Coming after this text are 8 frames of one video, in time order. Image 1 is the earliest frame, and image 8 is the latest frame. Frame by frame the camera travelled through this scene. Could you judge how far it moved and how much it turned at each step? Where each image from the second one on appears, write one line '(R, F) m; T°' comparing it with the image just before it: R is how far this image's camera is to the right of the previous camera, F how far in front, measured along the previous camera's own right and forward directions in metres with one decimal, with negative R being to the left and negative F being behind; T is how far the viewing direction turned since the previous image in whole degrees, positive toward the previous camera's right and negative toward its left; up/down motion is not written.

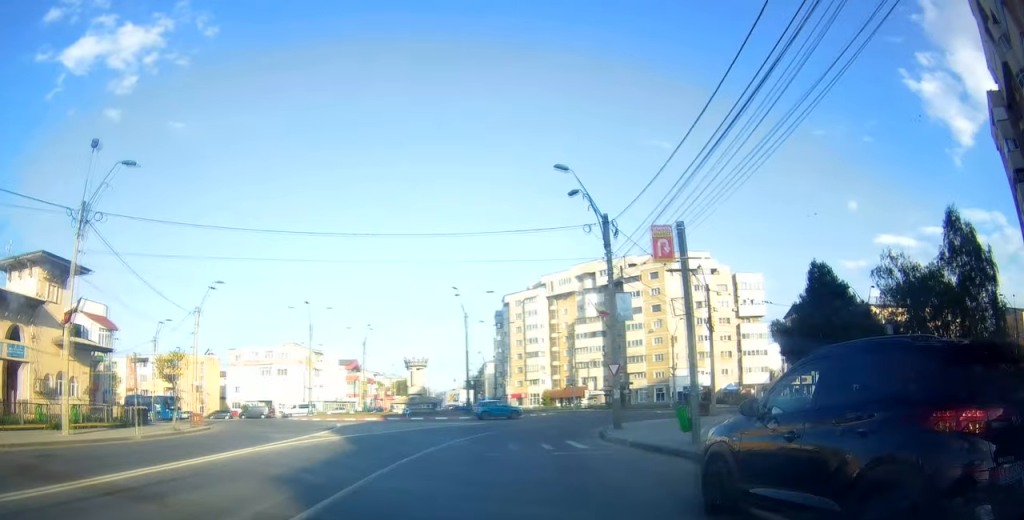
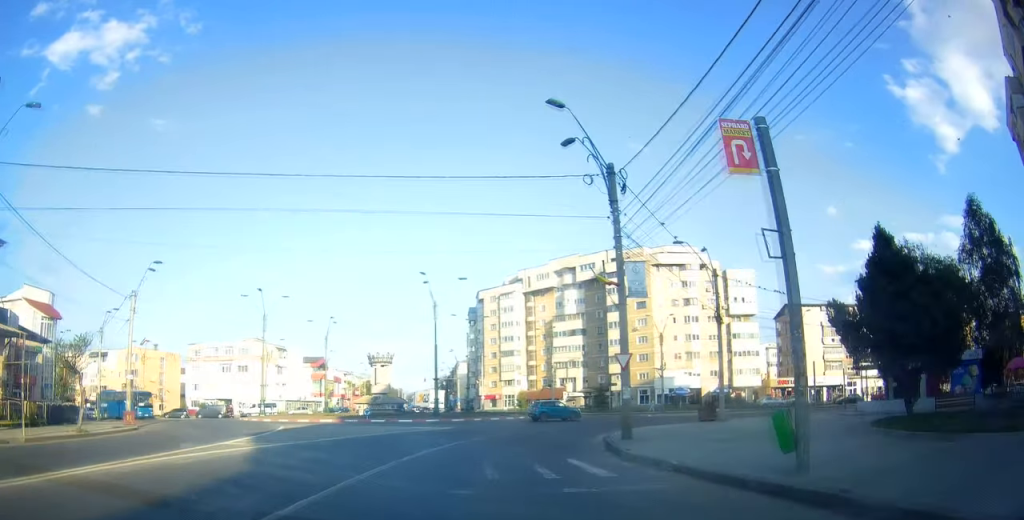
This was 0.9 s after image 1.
(-0.1, +6.6) m; -1°
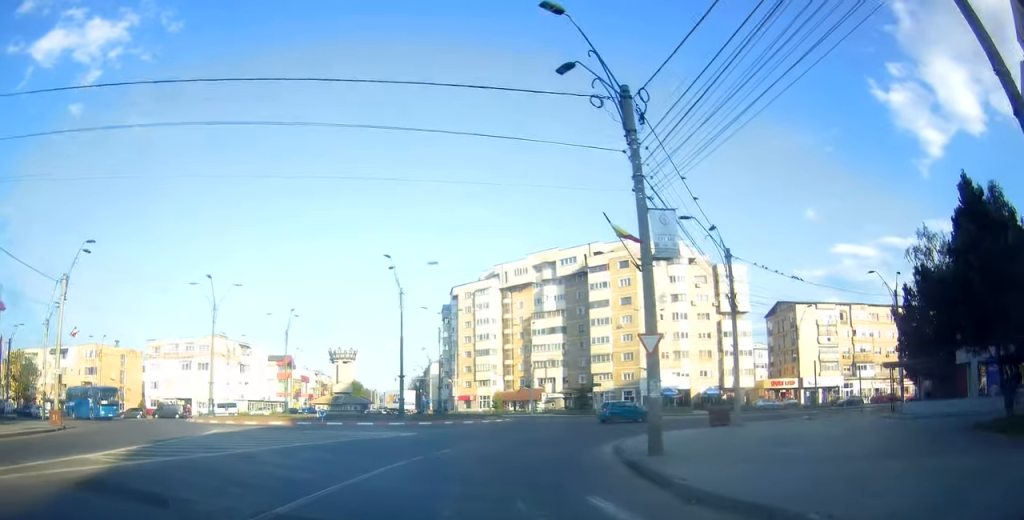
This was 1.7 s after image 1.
(-0.2, +6.3) m; -1°
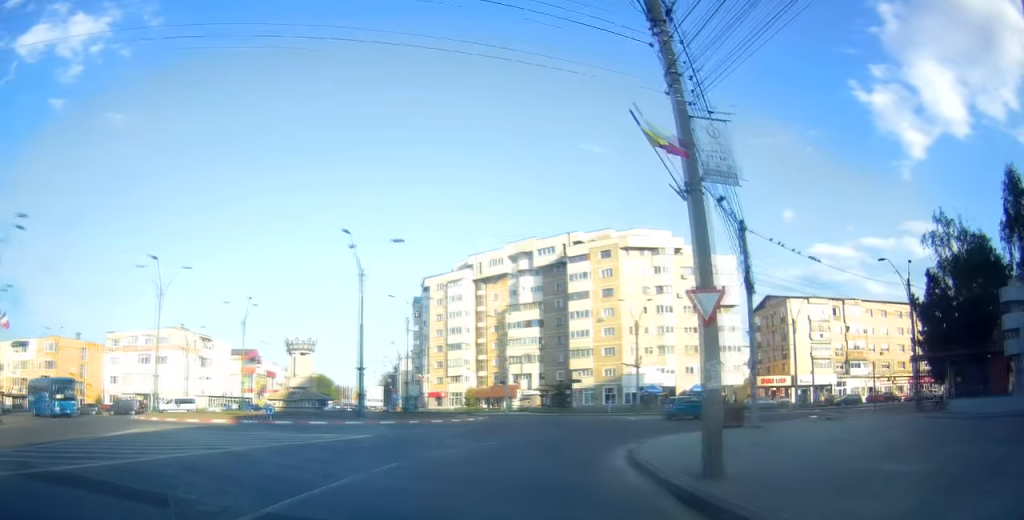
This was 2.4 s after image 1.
(+0.1, +5.4) m; +3°
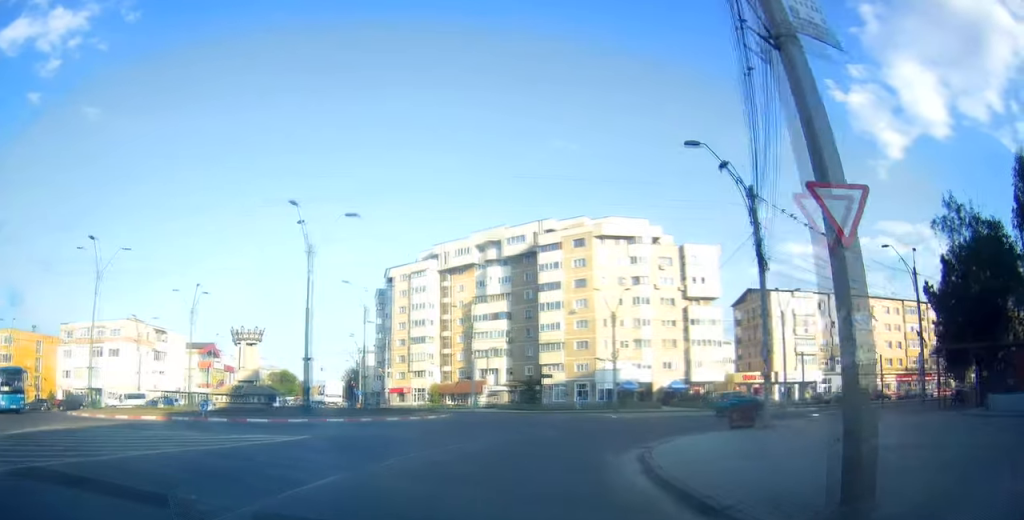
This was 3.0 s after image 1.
(-0.1, +4.6) m; +6°
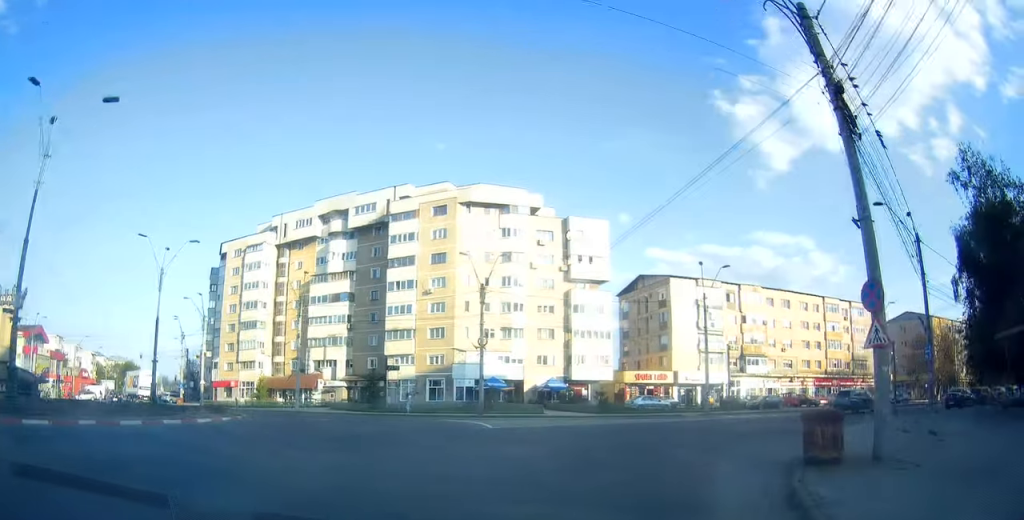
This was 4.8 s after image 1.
(+1.8, +13.6) m; +14°
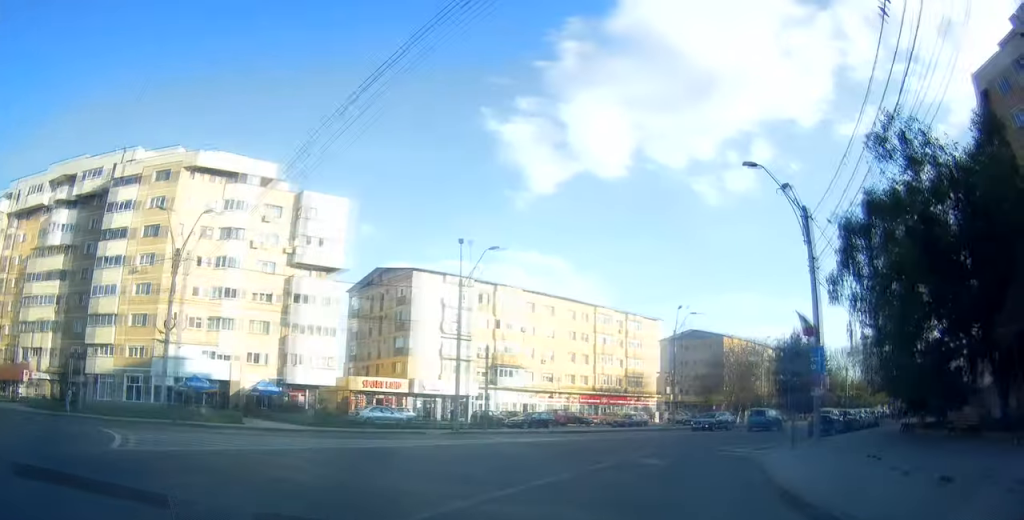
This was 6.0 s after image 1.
(+1.4, +10.6) m; +17°
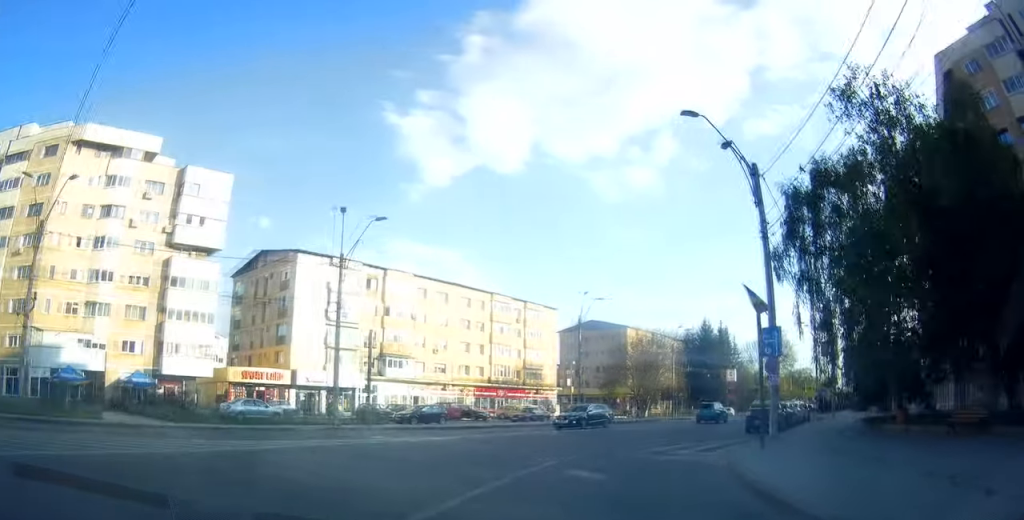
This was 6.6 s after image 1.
(+0.3, +4.9) m; +7°
